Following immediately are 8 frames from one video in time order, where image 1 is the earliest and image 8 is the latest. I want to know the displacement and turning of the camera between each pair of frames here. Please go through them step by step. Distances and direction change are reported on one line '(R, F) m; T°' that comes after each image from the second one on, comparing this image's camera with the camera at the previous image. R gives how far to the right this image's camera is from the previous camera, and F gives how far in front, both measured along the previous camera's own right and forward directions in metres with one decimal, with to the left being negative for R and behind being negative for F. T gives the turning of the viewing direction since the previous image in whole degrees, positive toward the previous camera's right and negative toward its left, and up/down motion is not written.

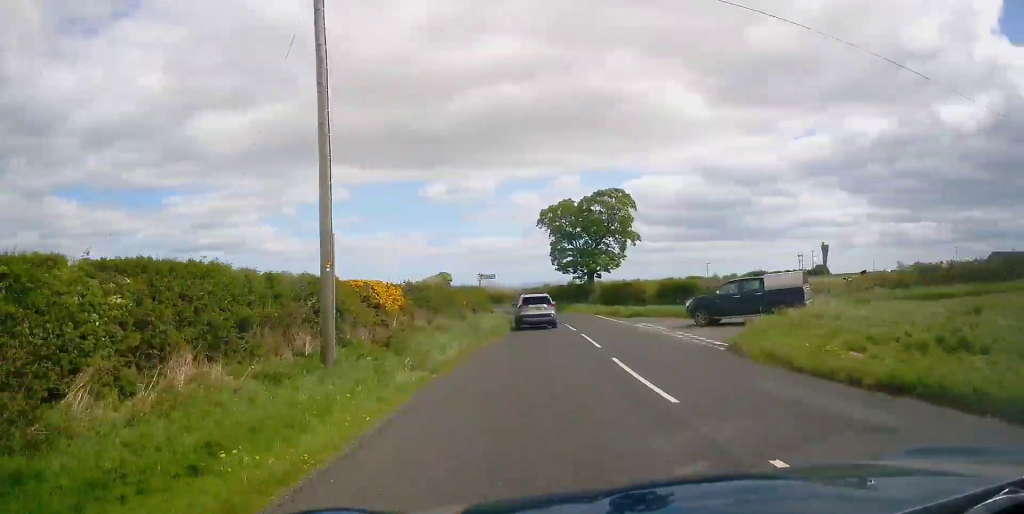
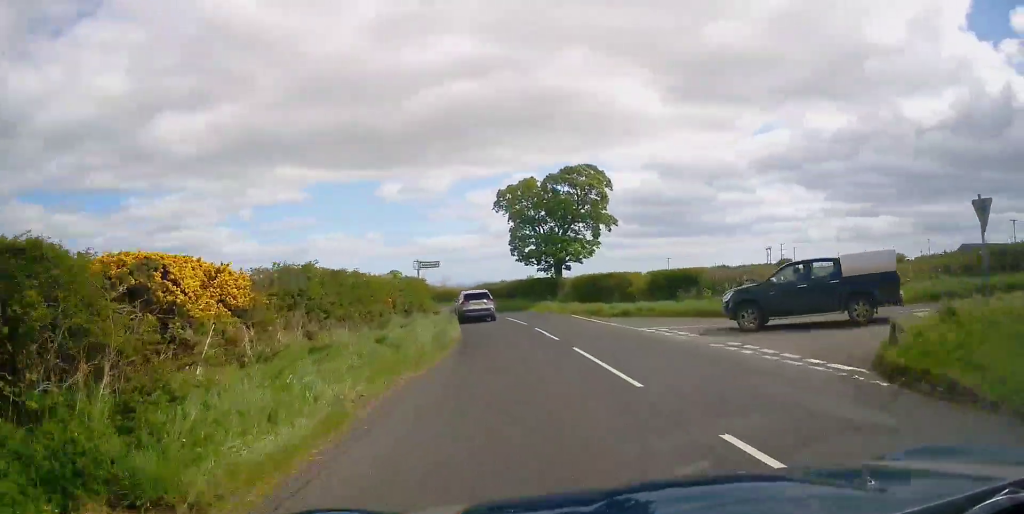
(+0.7, +8.2) m; +7°
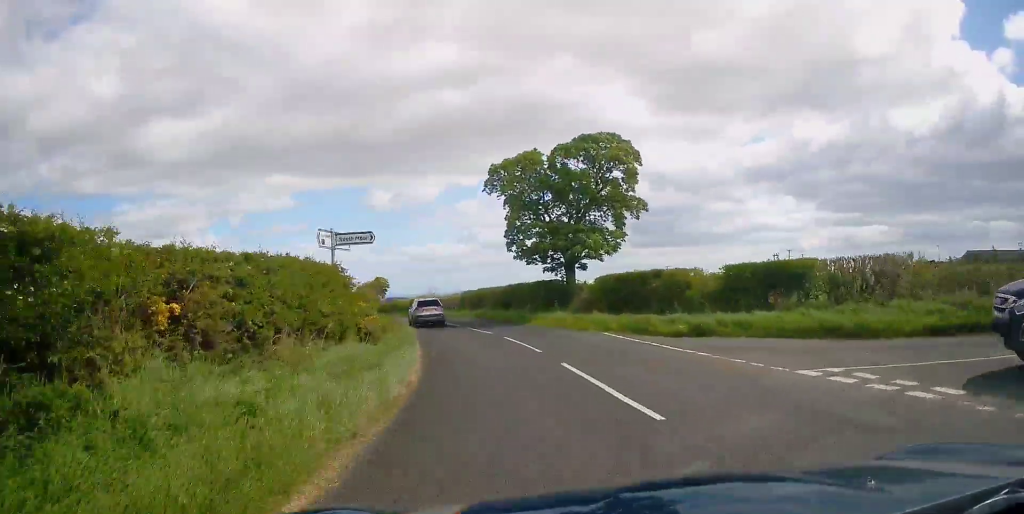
(+0.8, +11.0) m; +4°
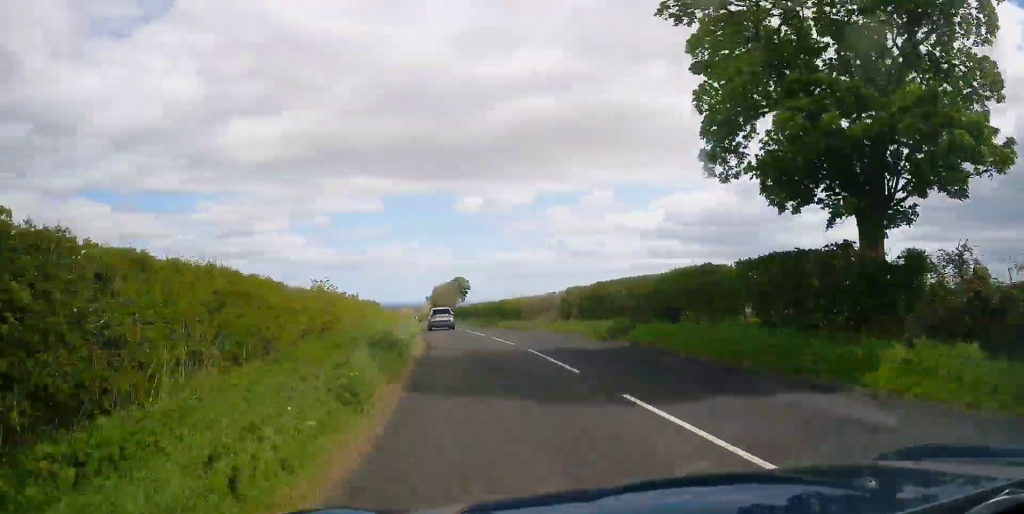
(+0.4, +21.6) m; 0°
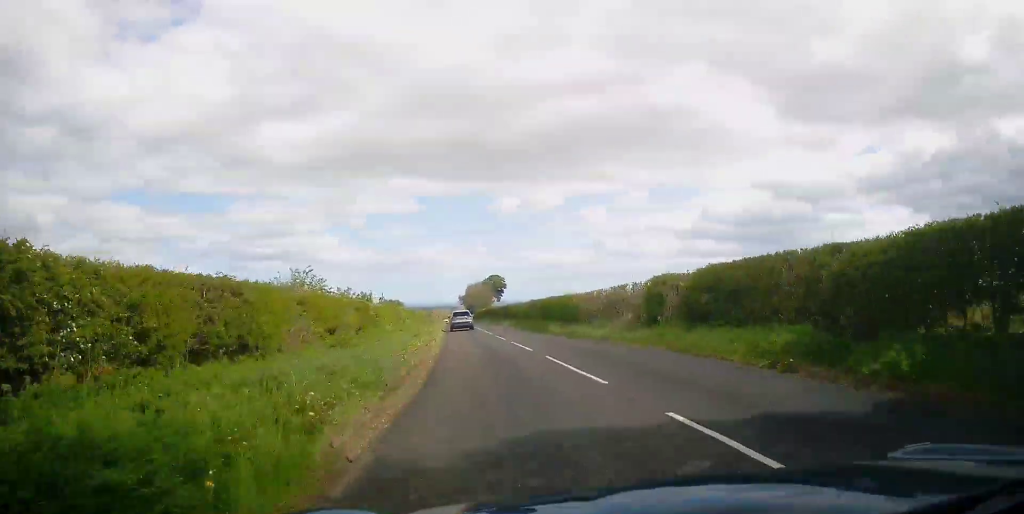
(-0.1, +10.1) m; -3°
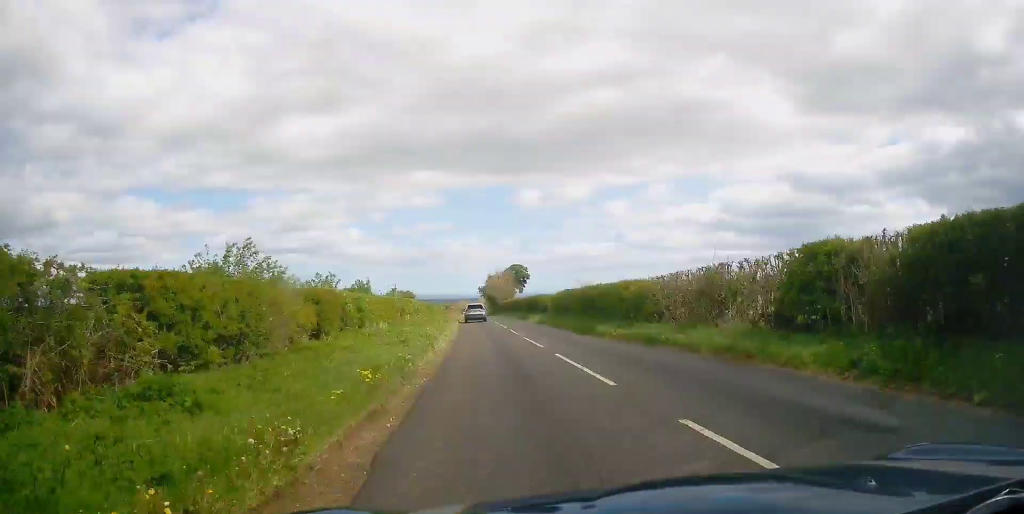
(-0.3, +9.3) m; -3°
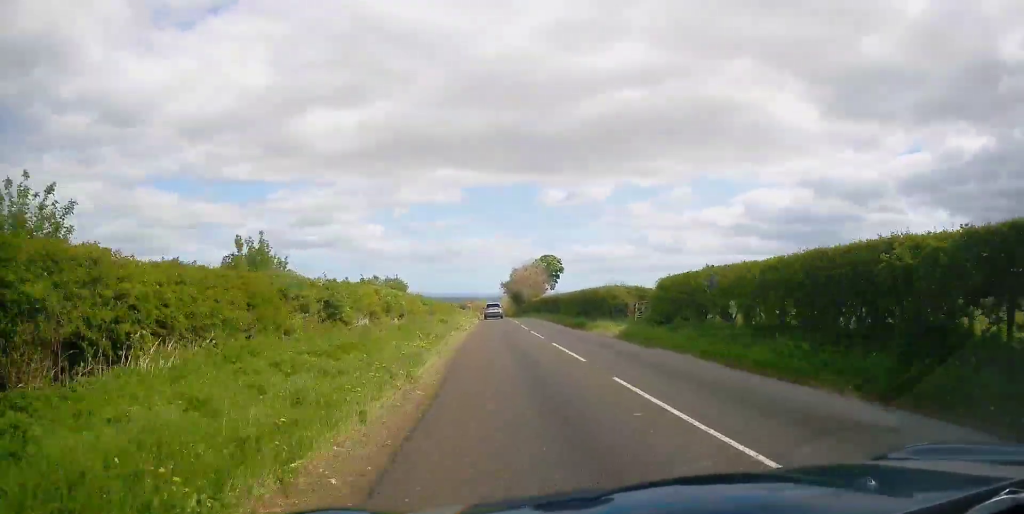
(-1.5, +22.2) m; -6°
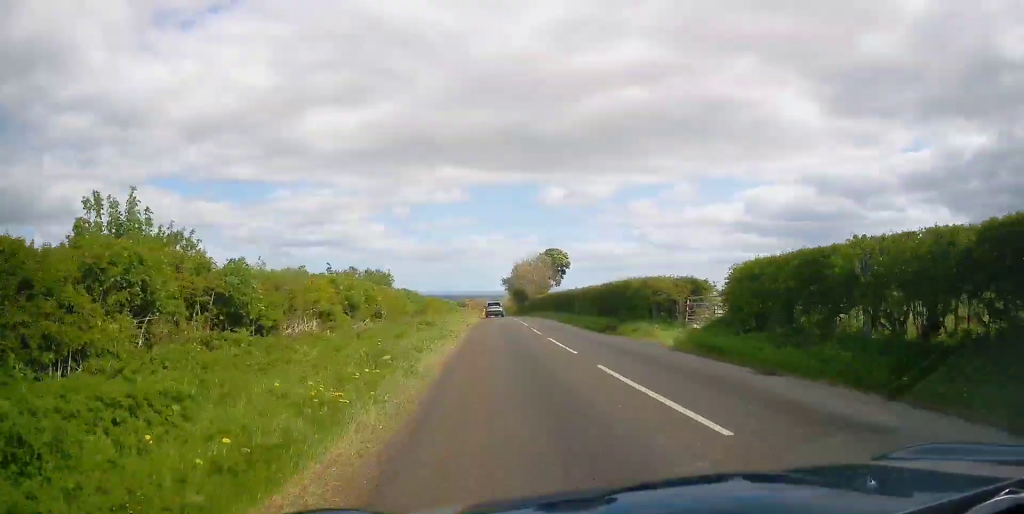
(-0.1, +7.9) m; 0°
